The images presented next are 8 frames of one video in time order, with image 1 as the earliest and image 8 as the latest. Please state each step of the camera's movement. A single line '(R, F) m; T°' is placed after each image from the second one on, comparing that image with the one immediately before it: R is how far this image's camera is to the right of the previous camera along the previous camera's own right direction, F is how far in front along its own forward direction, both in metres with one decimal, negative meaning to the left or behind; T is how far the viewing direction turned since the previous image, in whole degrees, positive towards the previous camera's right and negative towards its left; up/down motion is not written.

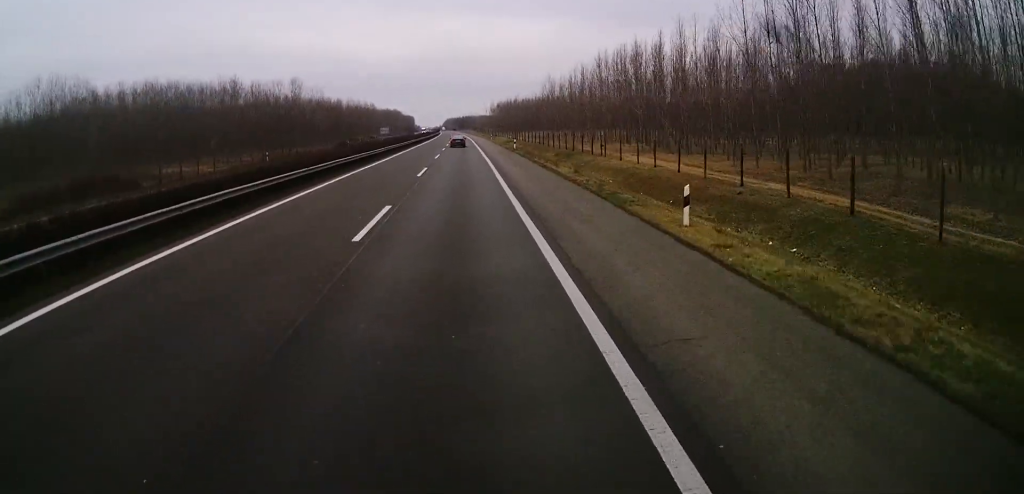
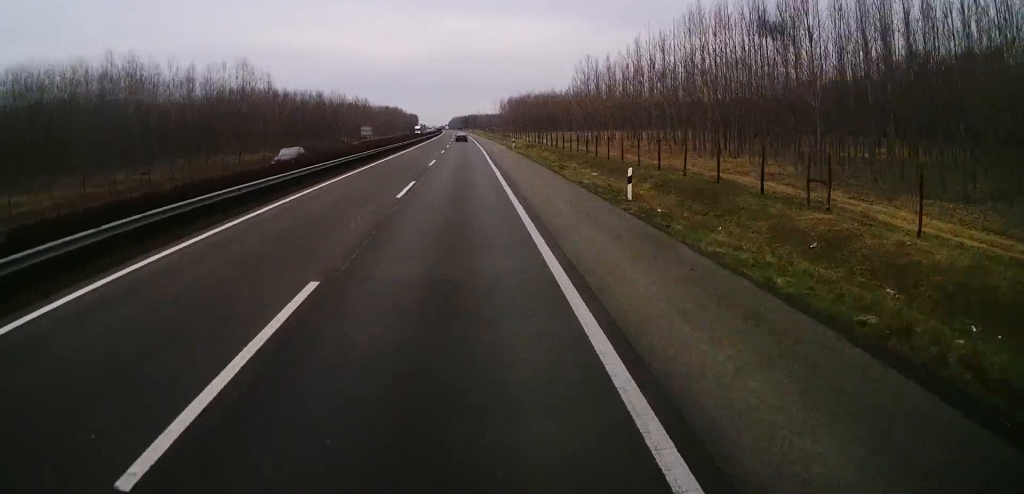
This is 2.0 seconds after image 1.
(-0.5, +45.1) m; -1°
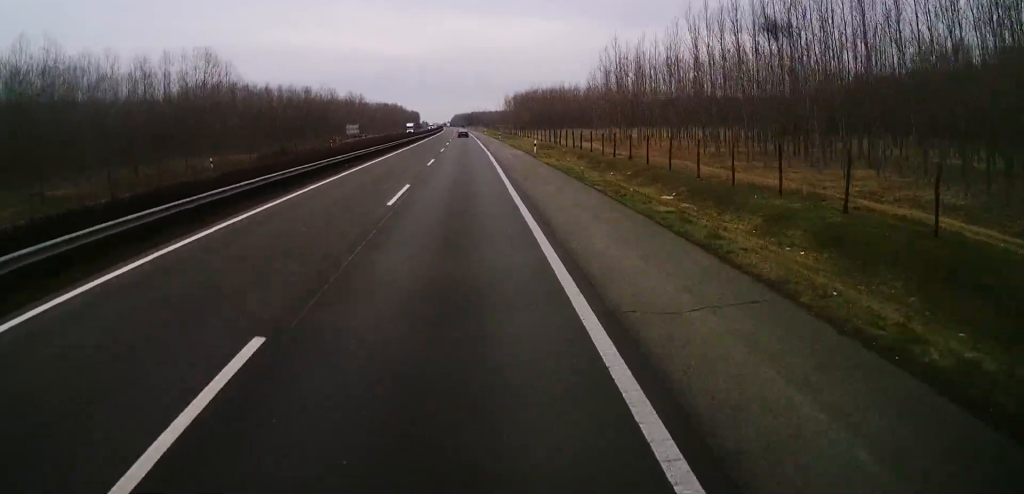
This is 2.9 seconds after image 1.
(+0.2, +20.7) m; 0°
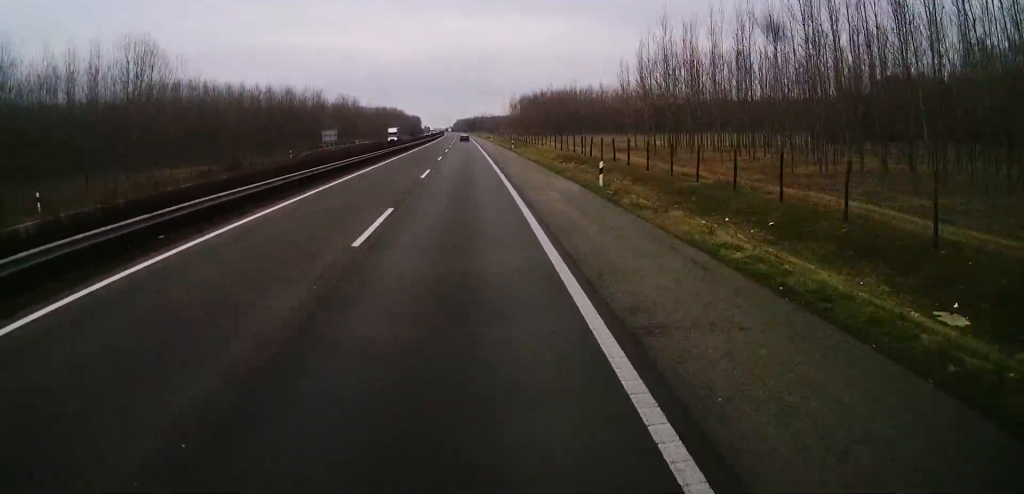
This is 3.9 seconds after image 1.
(-0.2, +23.7) m; 0°
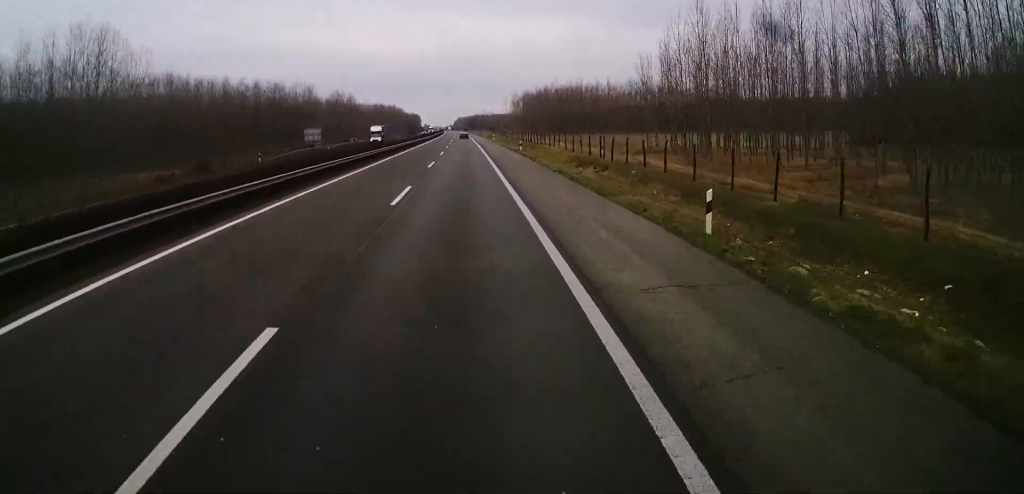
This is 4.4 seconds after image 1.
(+0.1, +11.6) m; 0°
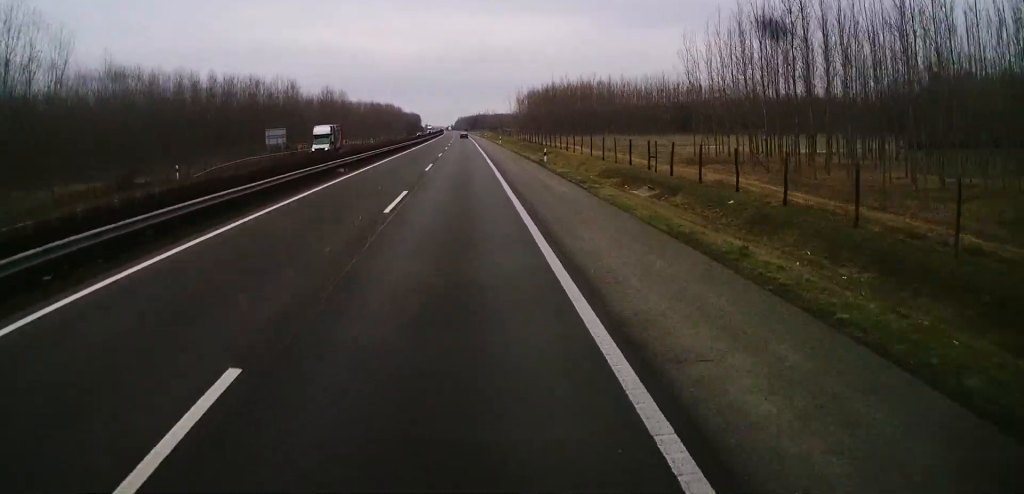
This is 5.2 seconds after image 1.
(+0.1, +19.2) m; 0°
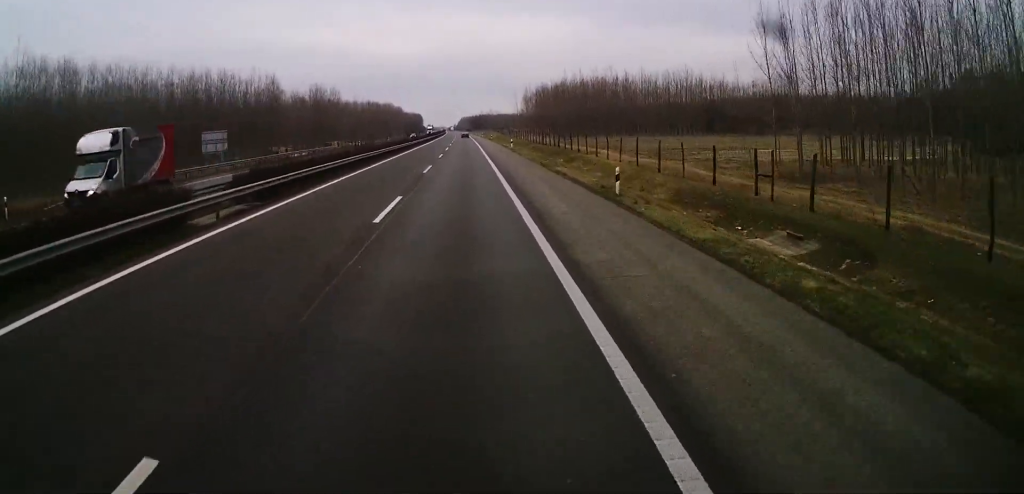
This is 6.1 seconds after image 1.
(-0.1, +20.0) m; -1°
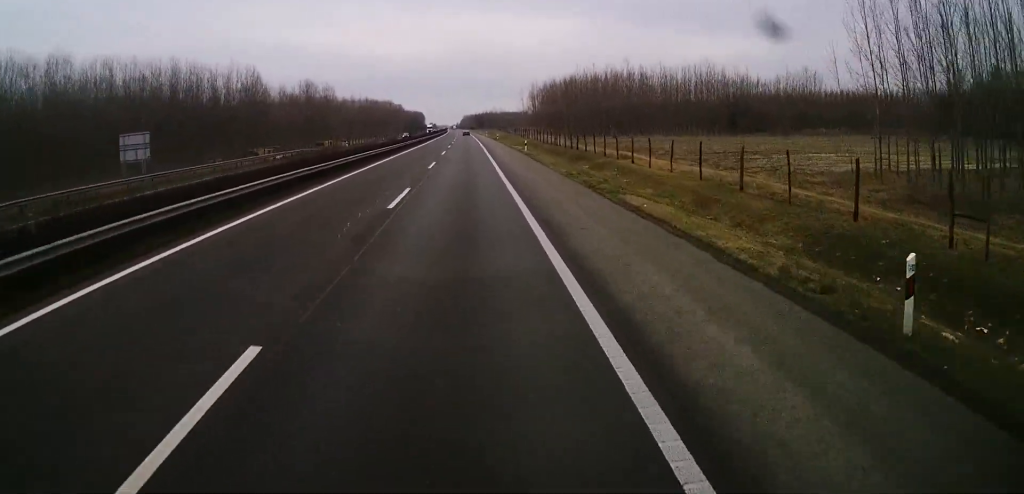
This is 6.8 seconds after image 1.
(-0.4, +15.4) m; 0°
